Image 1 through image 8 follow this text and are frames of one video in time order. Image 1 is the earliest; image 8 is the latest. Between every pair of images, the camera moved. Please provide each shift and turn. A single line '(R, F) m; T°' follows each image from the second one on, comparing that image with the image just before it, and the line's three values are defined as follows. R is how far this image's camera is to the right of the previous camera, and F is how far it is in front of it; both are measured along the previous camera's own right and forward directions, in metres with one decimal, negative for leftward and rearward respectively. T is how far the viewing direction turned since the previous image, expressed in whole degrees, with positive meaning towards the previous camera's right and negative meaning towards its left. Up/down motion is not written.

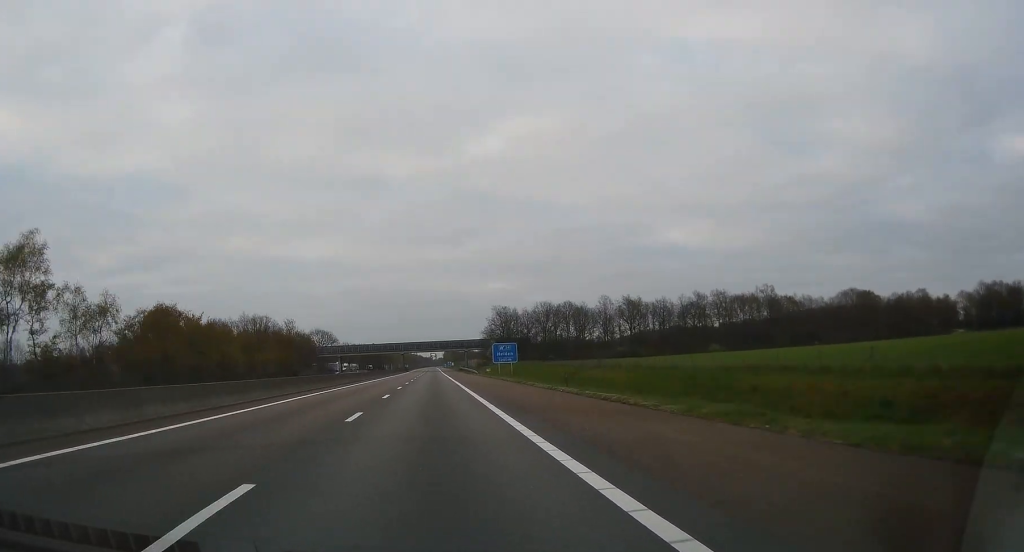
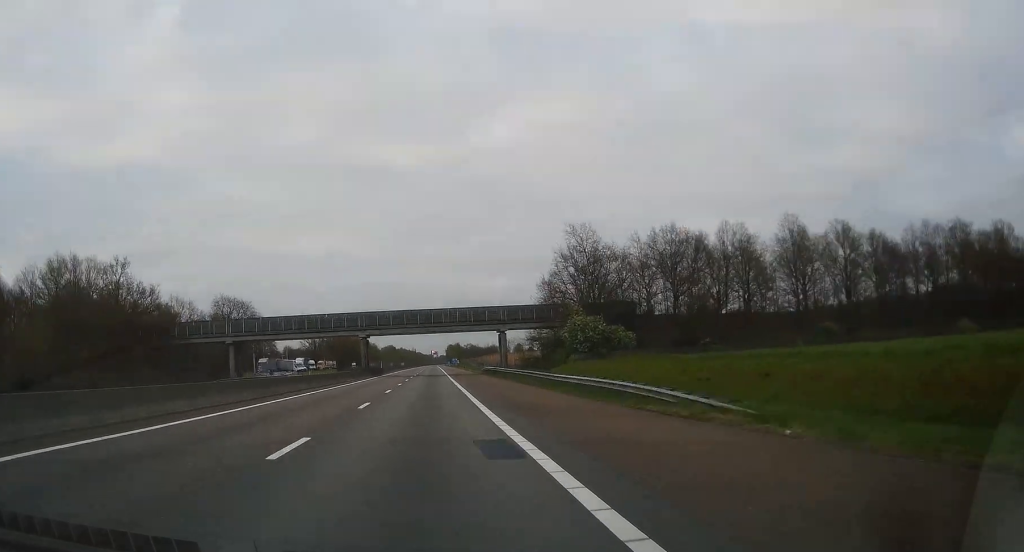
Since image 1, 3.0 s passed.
(+0.2, +79.5) m; 0°
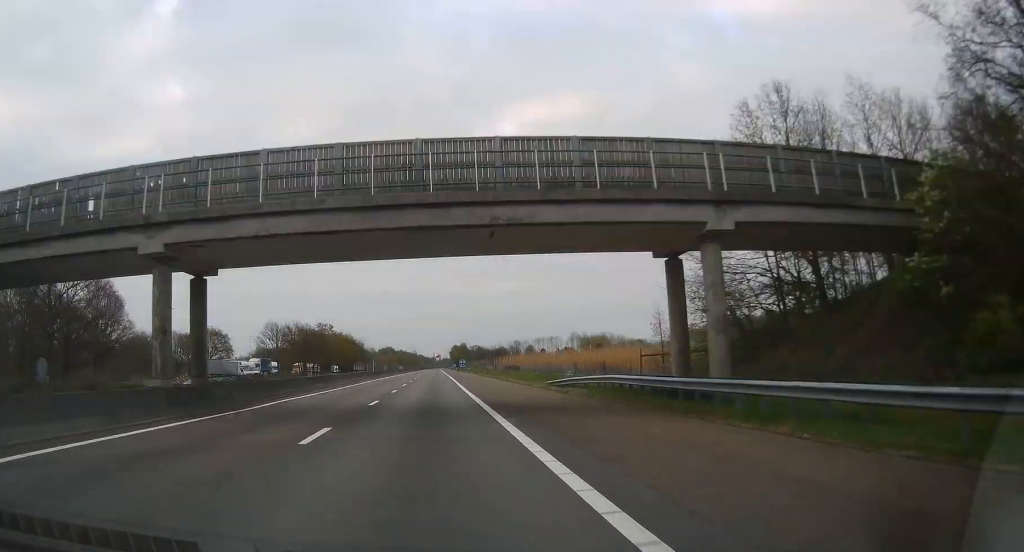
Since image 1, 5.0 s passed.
(+0.2, +51.4) m; 0°
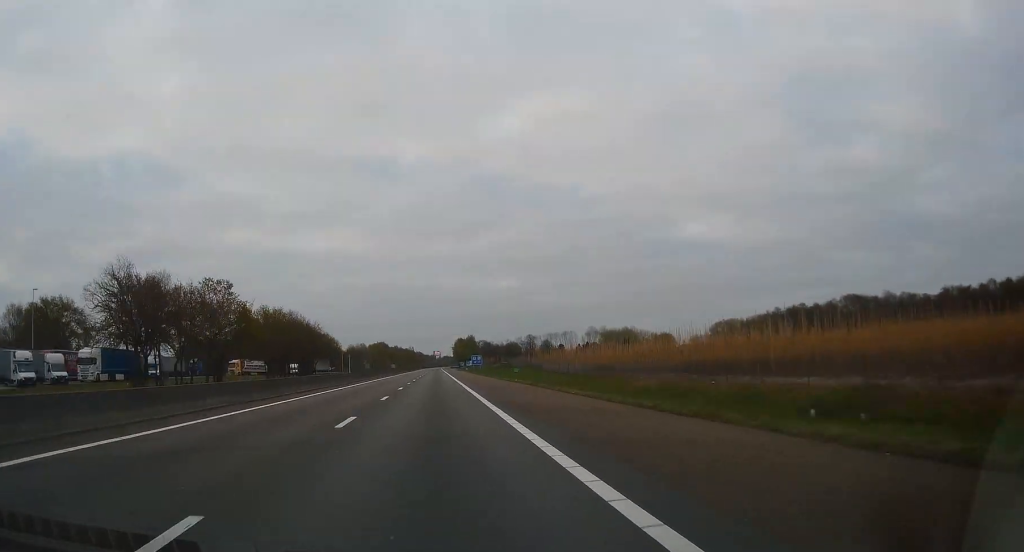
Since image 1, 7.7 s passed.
(-0.5, +75.6) m; 0°
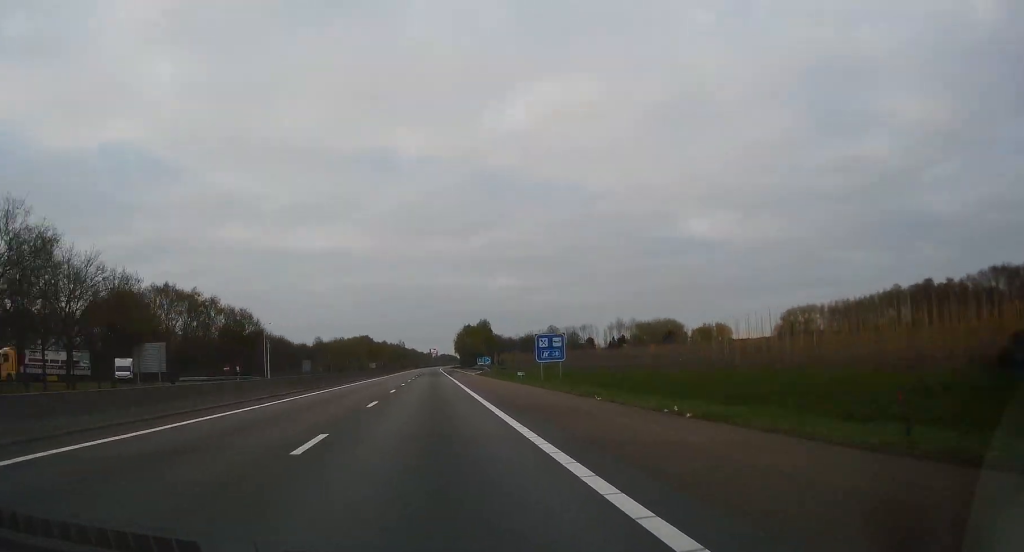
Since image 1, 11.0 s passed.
(+0.2, +95.1) m; 0°
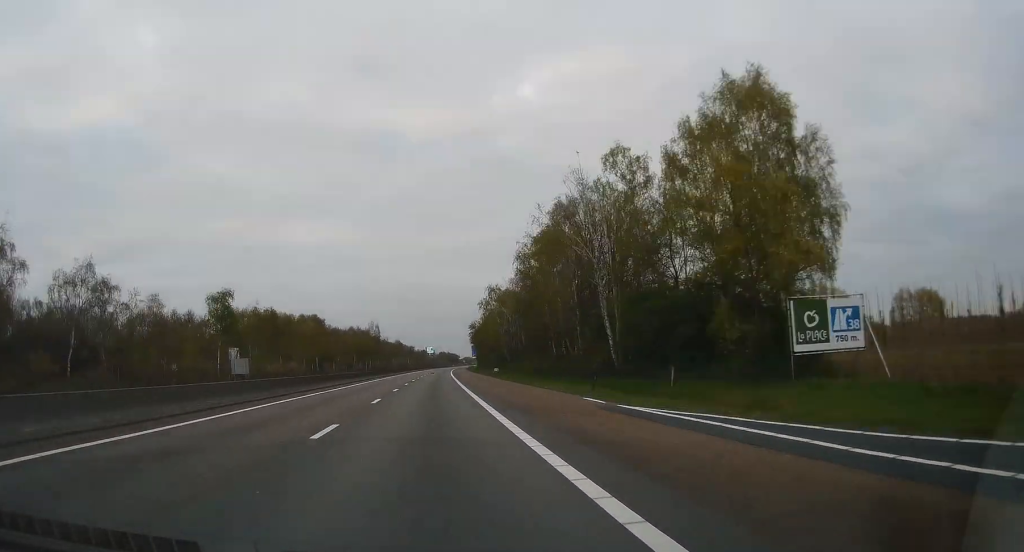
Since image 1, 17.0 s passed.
(+0.6, +170.8) m; +1°
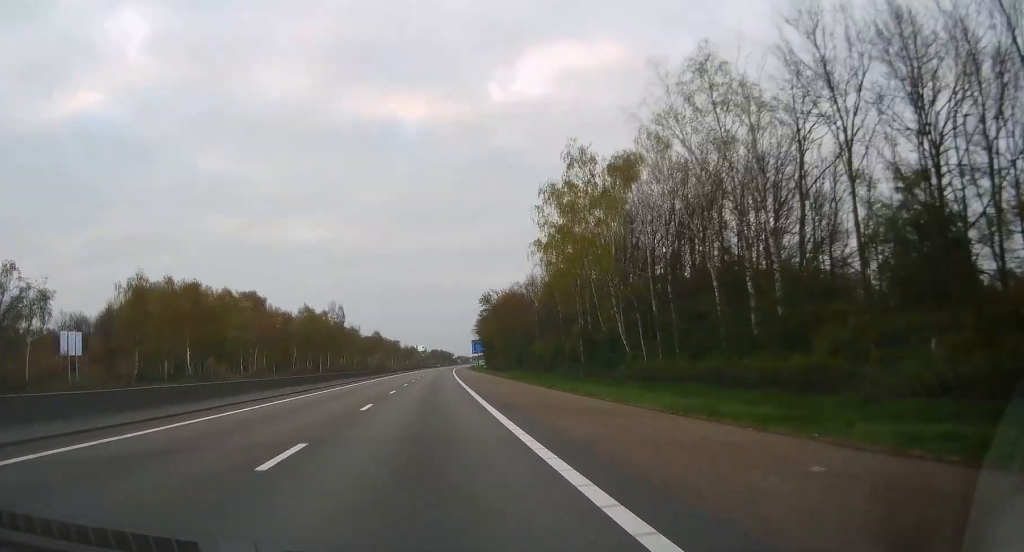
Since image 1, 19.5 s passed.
(+0.6, +74.8) m; +1°
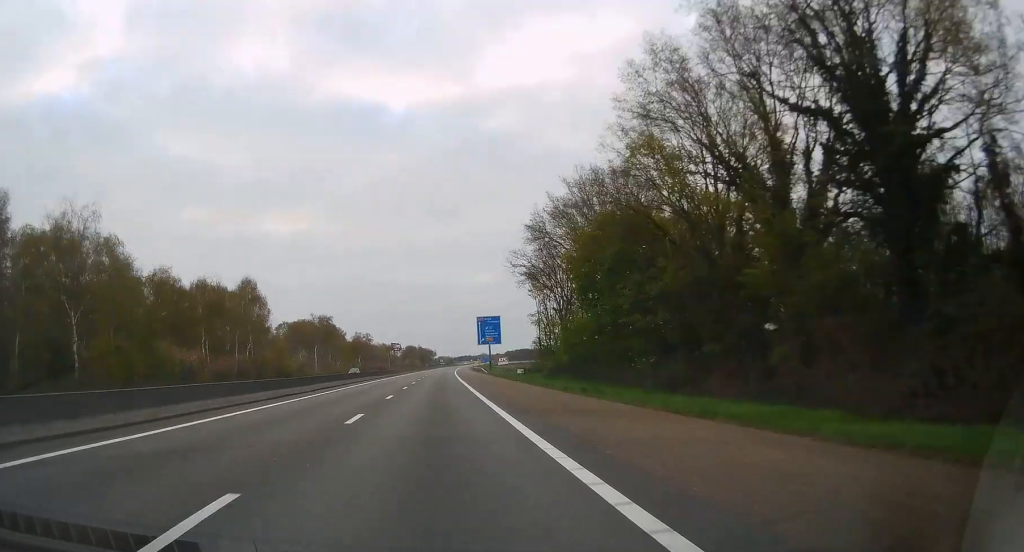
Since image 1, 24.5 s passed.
(+1.5, +145.6) m; +2°
